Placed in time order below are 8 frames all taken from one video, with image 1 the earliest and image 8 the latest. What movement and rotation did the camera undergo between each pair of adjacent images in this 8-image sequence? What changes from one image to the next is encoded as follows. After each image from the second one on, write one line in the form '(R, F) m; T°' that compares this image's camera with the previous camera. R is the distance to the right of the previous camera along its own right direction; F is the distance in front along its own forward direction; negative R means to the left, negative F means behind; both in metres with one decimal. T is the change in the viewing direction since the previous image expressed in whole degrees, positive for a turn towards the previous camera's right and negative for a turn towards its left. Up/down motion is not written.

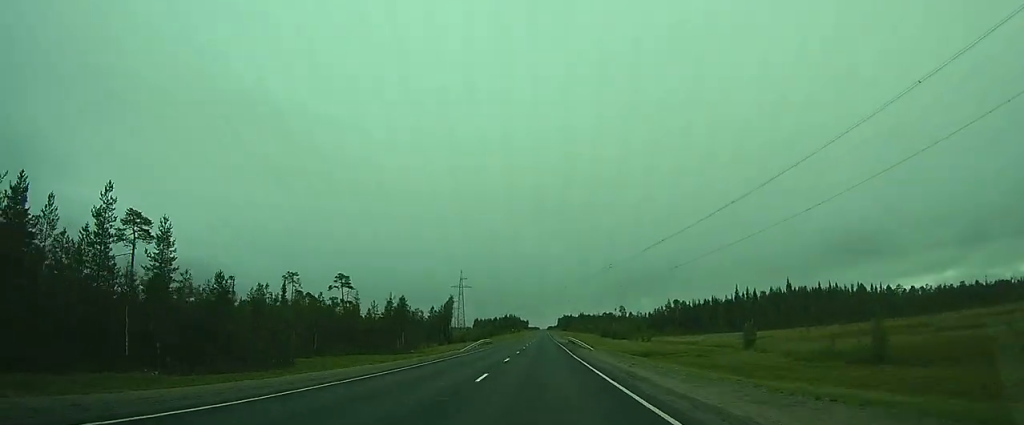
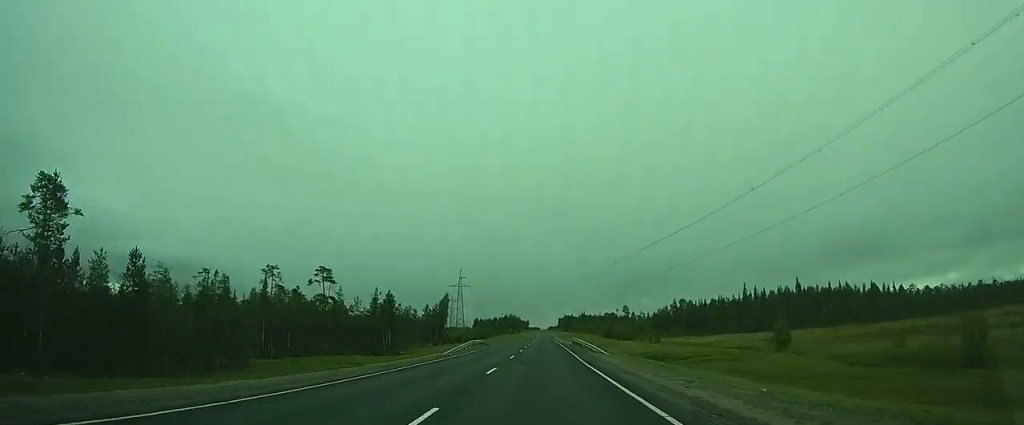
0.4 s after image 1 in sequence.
(0.0, +9.5) m; 0°
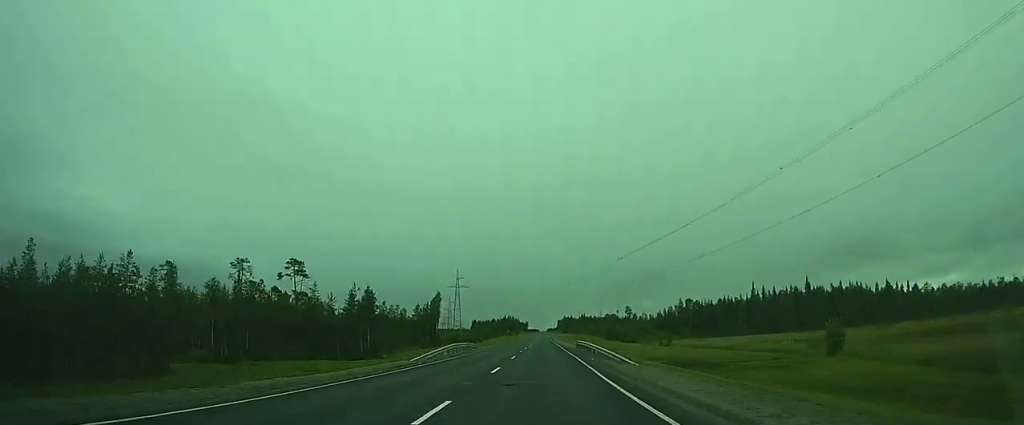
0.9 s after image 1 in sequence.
(0.0, +11.0) m; 0°
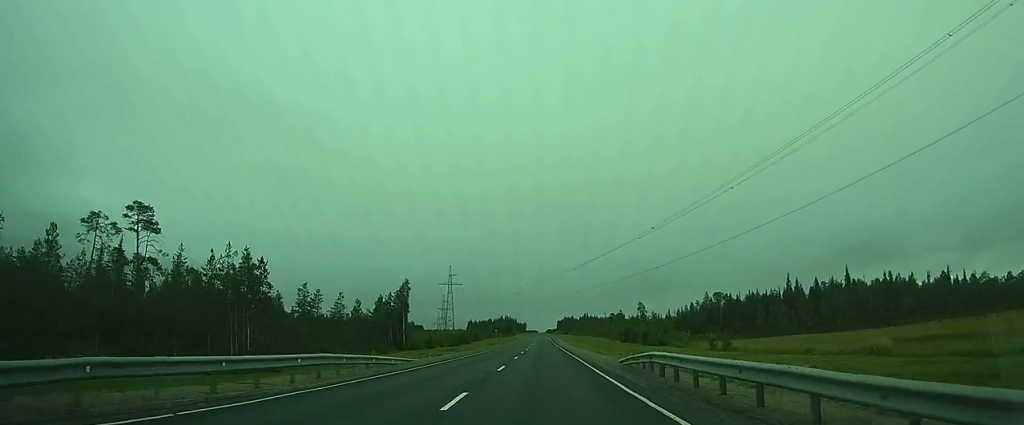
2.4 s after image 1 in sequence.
(-0.1, +35.6) m; 0°
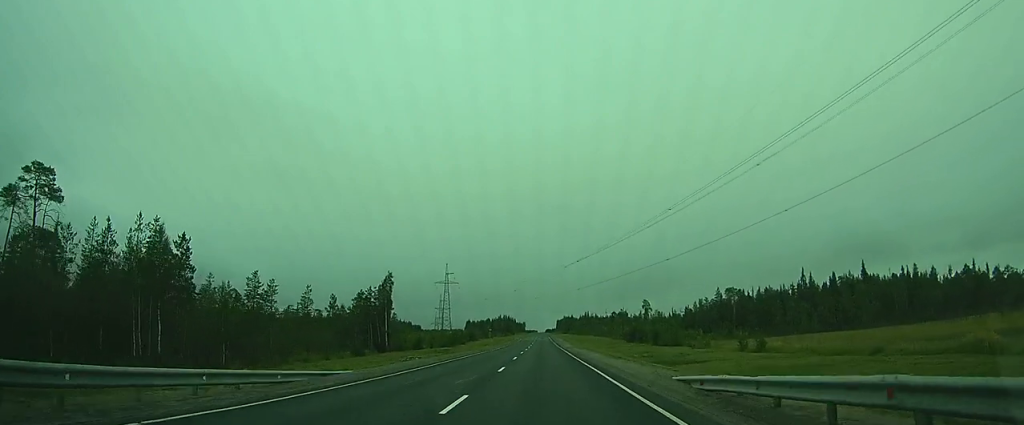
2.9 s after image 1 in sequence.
(0.0, +12.7) m; 0°
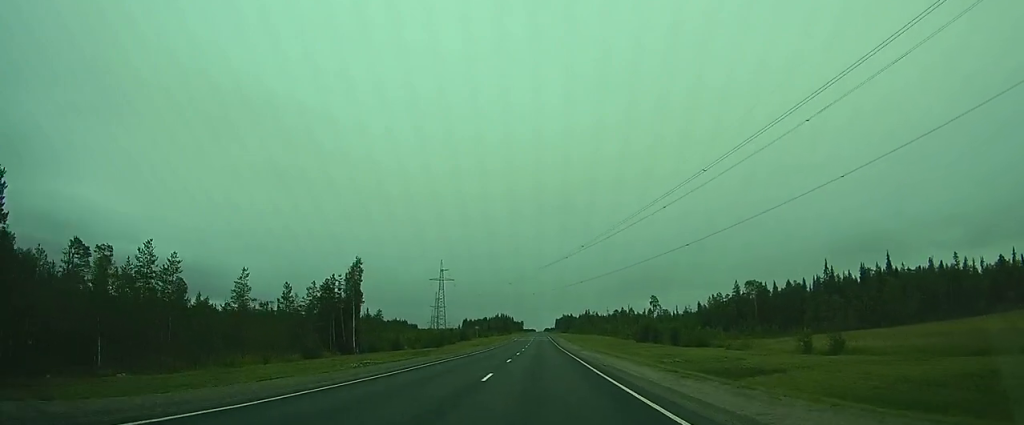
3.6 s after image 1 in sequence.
(-0.1, +17.5) m; 0°
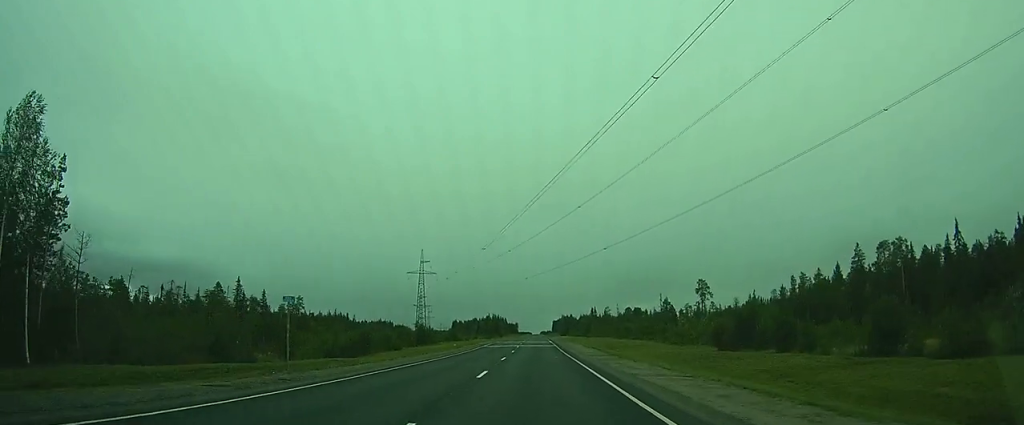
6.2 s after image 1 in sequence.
(0.0, +61.7) m; 0°
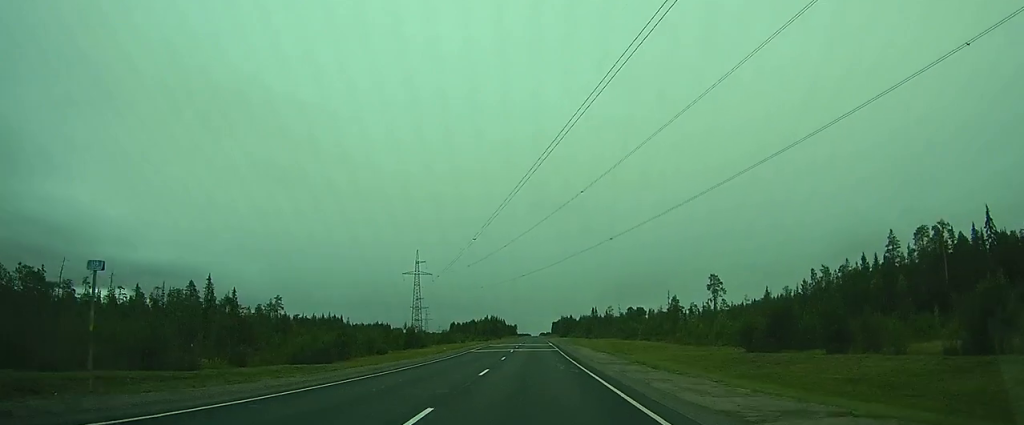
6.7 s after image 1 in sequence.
(0.0, +10.2) m; 0°
